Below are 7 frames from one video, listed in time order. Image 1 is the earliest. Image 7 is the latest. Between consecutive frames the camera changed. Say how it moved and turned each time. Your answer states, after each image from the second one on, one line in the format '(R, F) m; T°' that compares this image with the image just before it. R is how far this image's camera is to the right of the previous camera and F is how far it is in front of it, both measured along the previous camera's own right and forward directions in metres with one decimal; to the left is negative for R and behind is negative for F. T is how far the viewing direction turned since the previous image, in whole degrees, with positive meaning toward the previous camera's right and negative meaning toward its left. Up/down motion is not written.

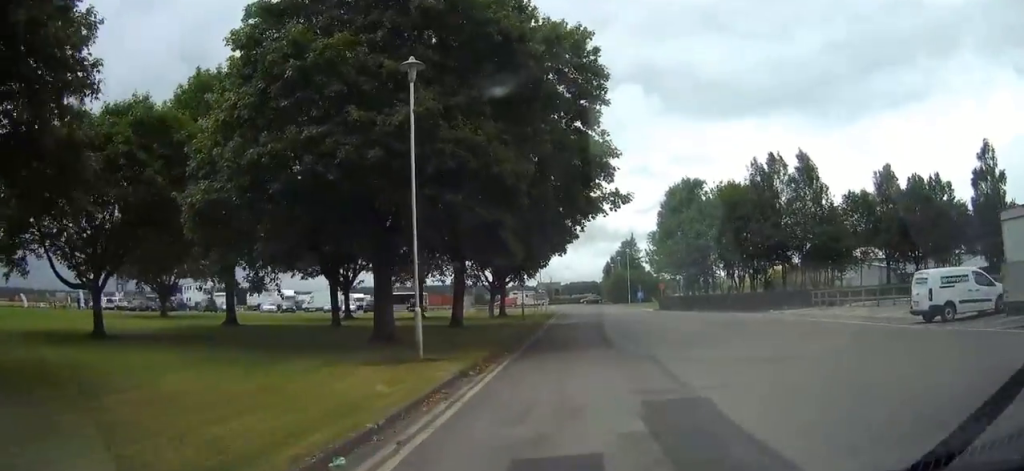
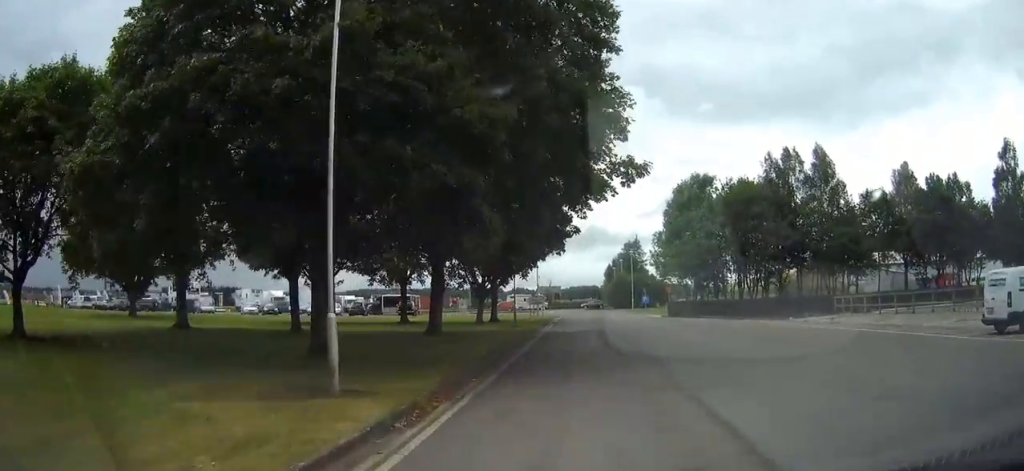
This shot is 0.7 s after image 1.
(0.0, +4.6) m; 0°
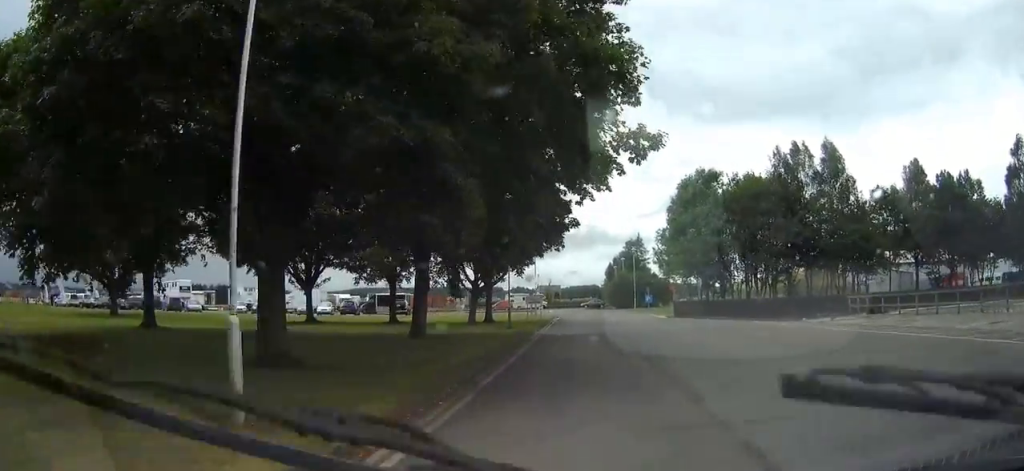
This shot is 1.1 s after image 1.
(0.0, +2.7) m; 0°
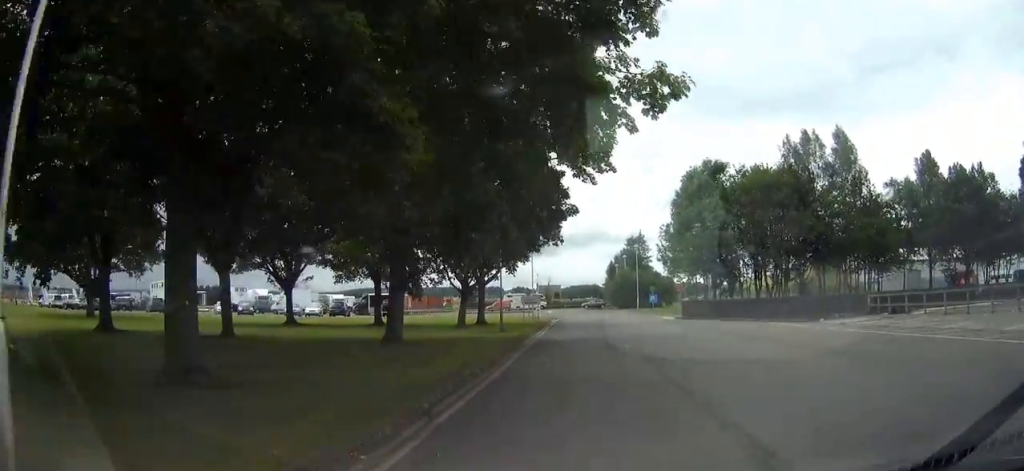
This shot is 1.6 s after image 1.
(0.0, +3.2) m; 0°
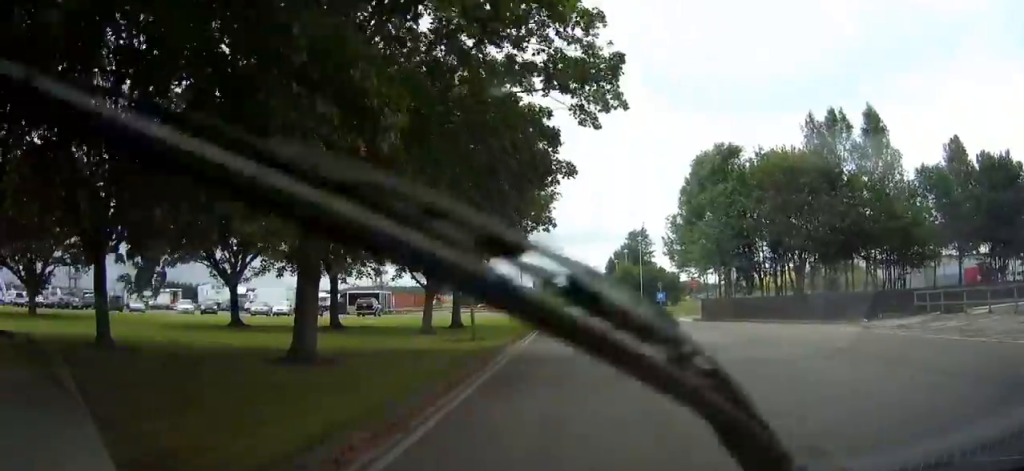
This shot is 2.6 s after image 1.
(0.0, +6.9) m; 0°
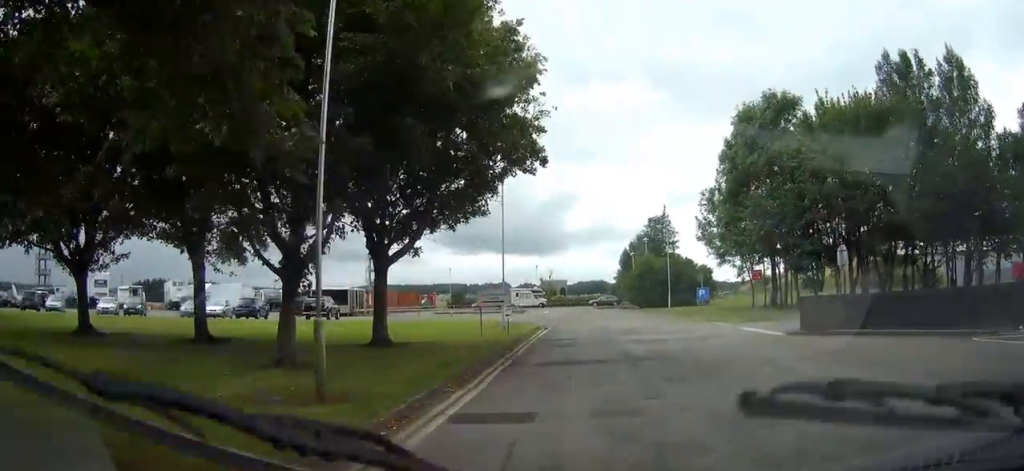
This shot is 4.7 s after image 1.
(-0.3, +13.5) m; -3°
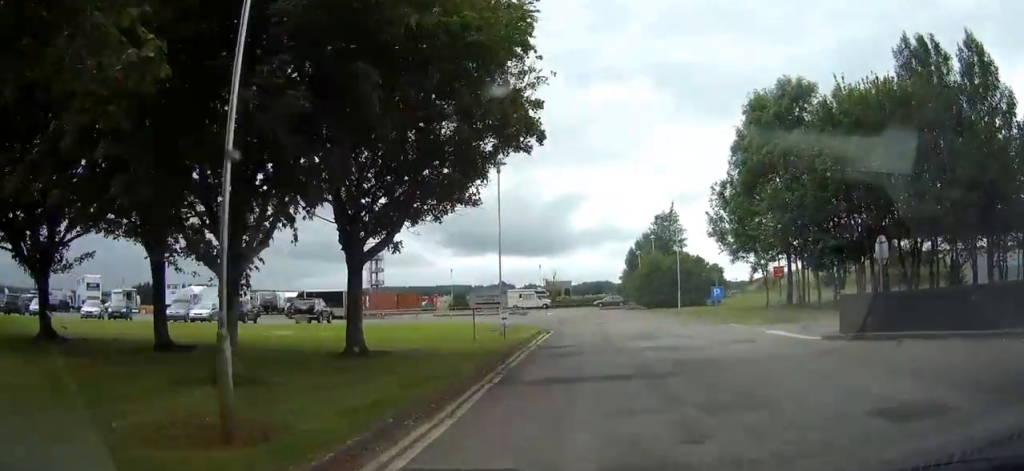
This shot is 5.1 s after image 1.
(0.0, +2.5) m; 0°
